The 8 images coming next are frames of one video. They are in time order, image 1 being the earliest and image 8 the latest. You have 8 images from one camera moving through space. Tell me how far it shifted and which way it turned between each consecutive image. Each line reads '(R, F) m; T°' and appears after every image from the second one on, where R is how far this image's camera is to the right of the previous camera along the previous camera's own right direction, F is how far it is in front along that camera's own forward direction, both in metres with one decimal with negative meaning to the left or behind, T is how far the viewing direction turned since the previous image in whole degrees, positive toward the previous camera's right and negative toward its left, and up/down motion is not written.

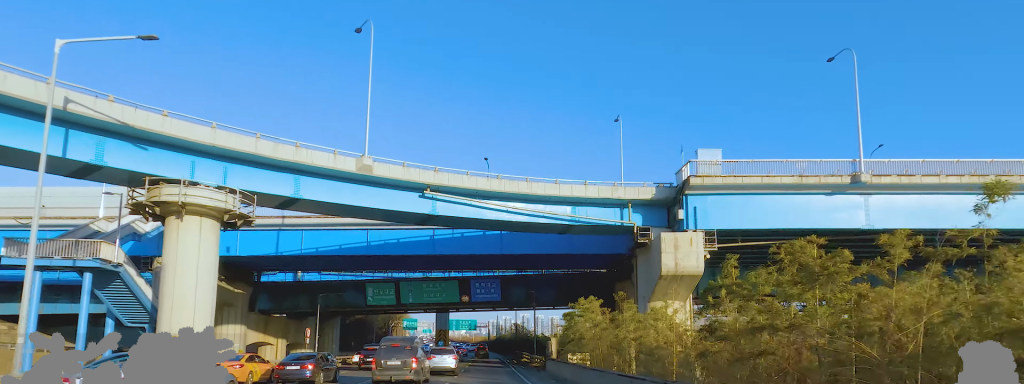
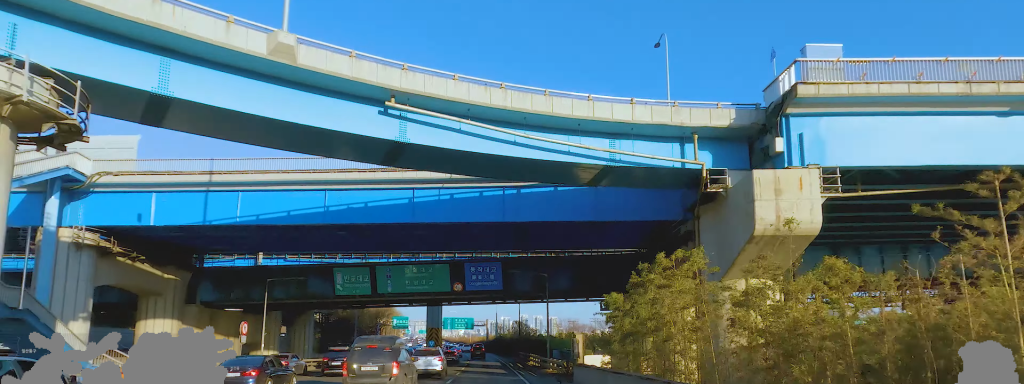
(0.0, +12.7) m; 0°
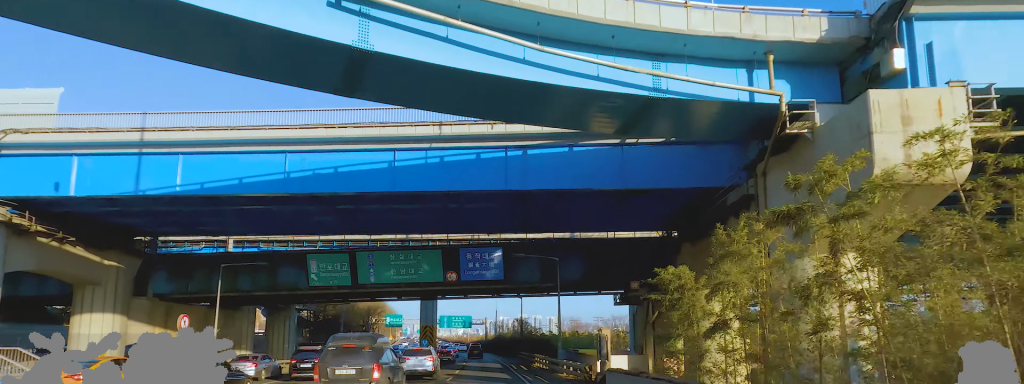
(0.0, +6.9) m; 0°
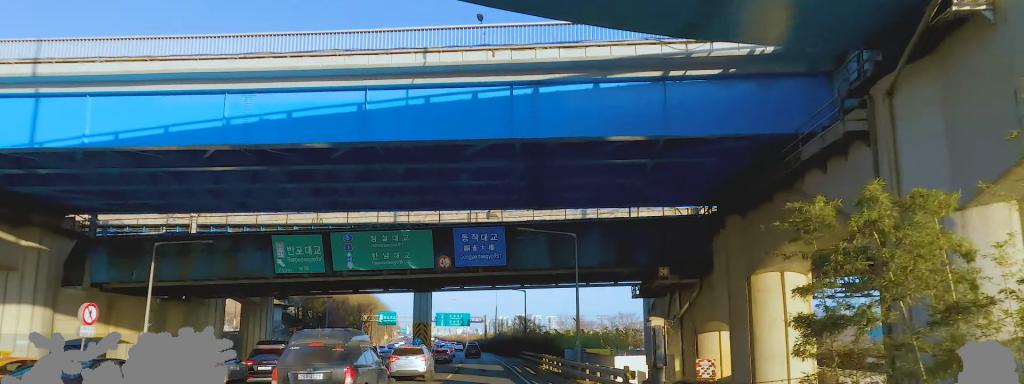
(0.0, +6.5) m; 0°
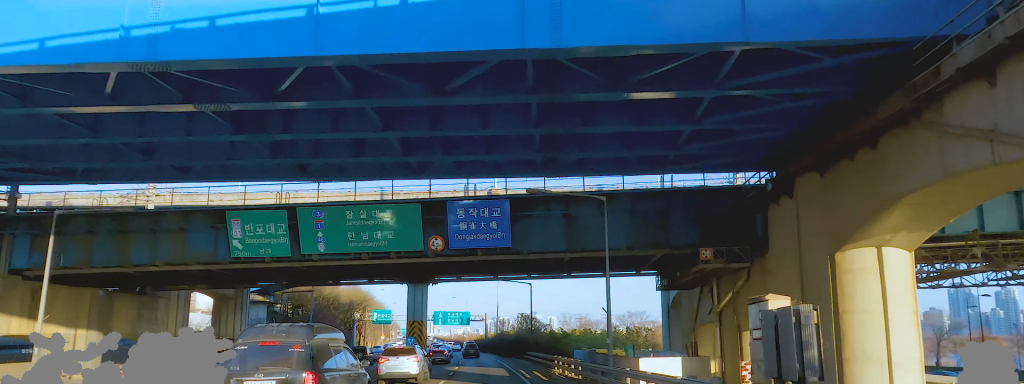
(0.0, +6.1) m; 0°
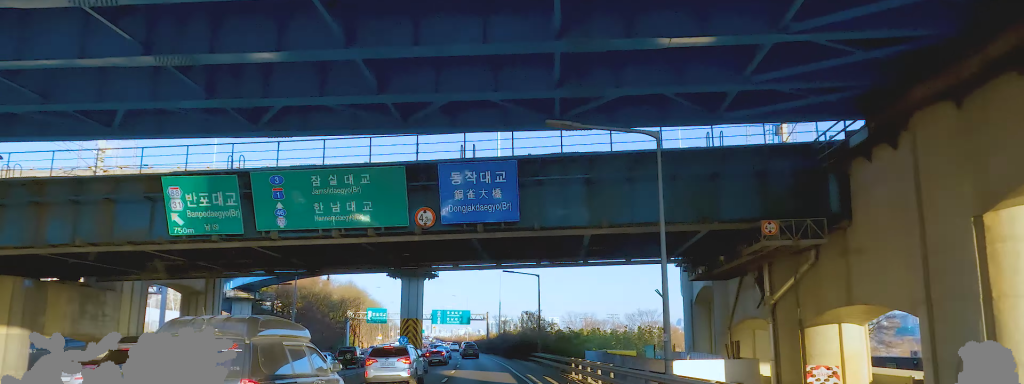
(0.0, +5.6) m; 0°
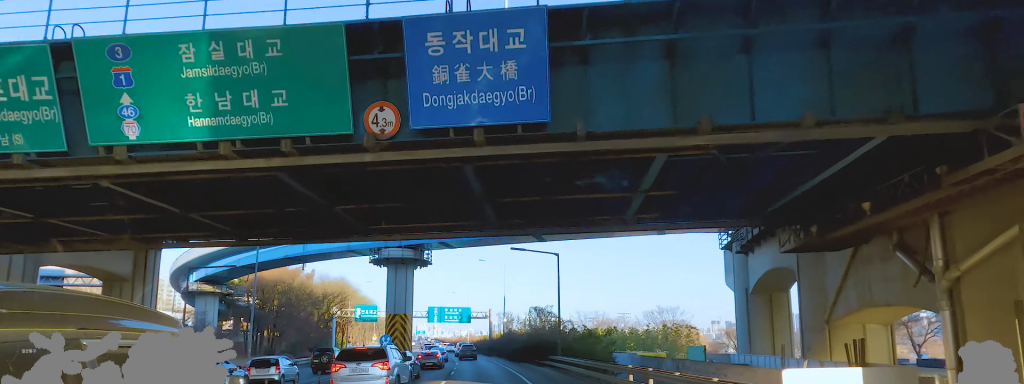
(0.0, +9.7) m; 0°
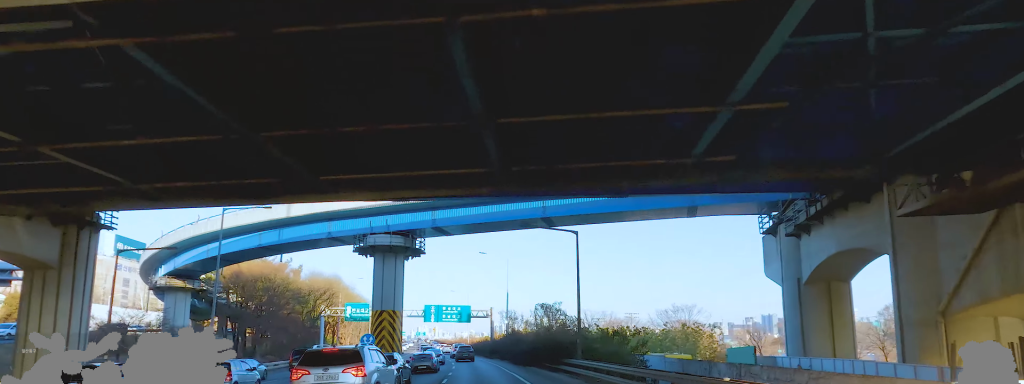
(0.0, +6.3) m; 0°
